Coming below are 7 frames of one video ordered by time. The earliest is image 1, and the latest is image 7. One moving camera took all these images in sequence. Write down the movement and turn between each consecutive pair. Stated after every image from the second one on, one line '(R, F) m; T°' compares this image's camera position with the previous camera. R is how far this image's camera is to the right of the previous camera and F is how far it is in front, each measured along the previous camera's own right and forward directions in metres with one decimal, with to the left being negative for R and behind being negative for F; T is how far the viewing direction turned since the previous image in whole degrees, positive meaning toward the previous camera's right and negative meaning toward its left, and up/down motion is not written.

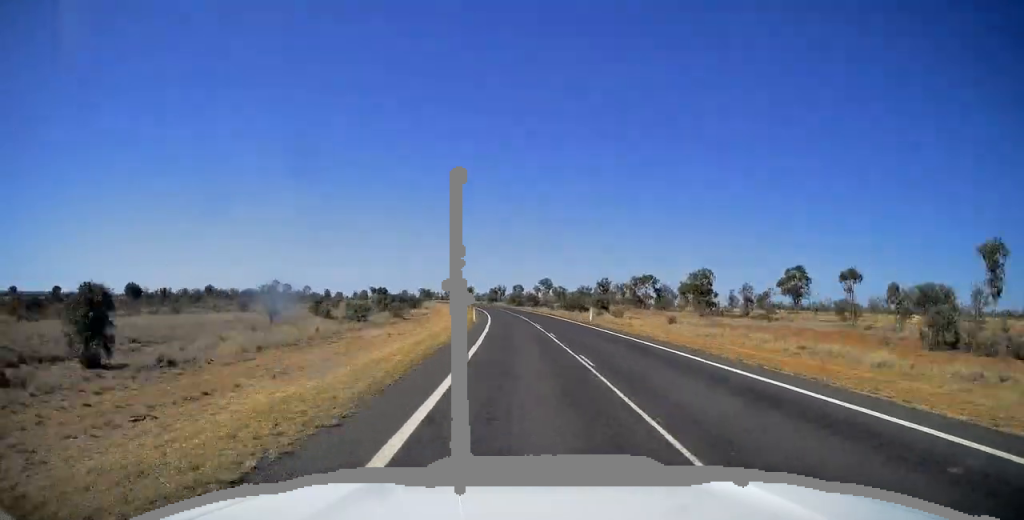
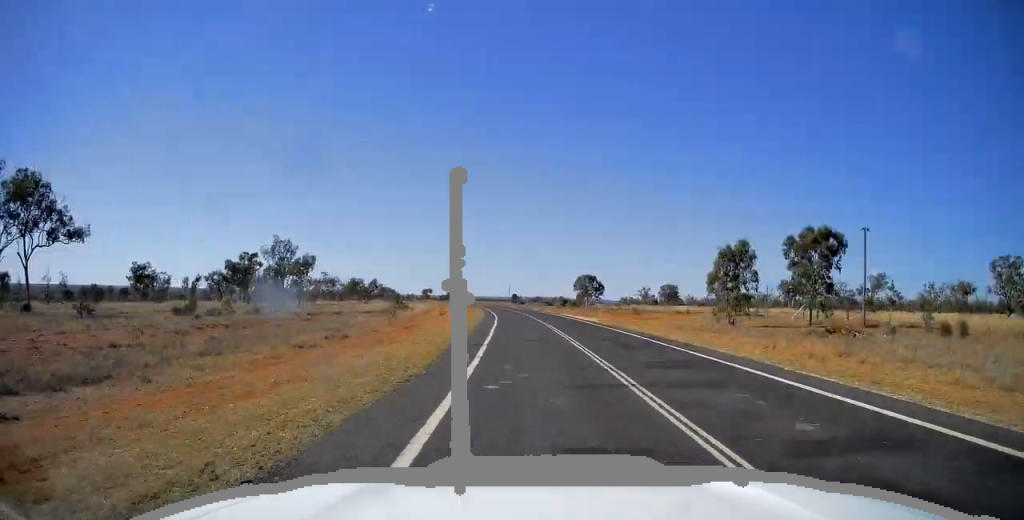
(-130.2, +476.8) m; -29°
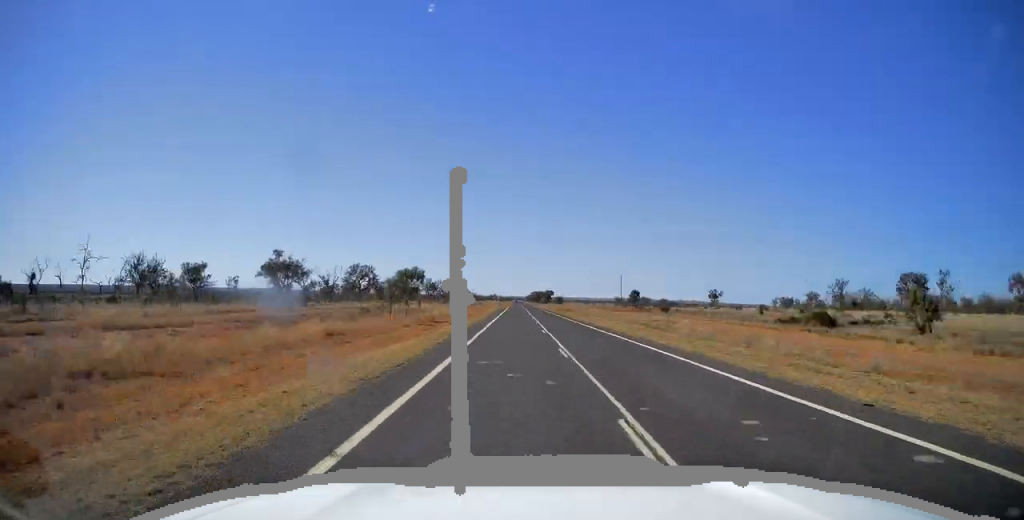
(-12.7, +147.1) m; -4°
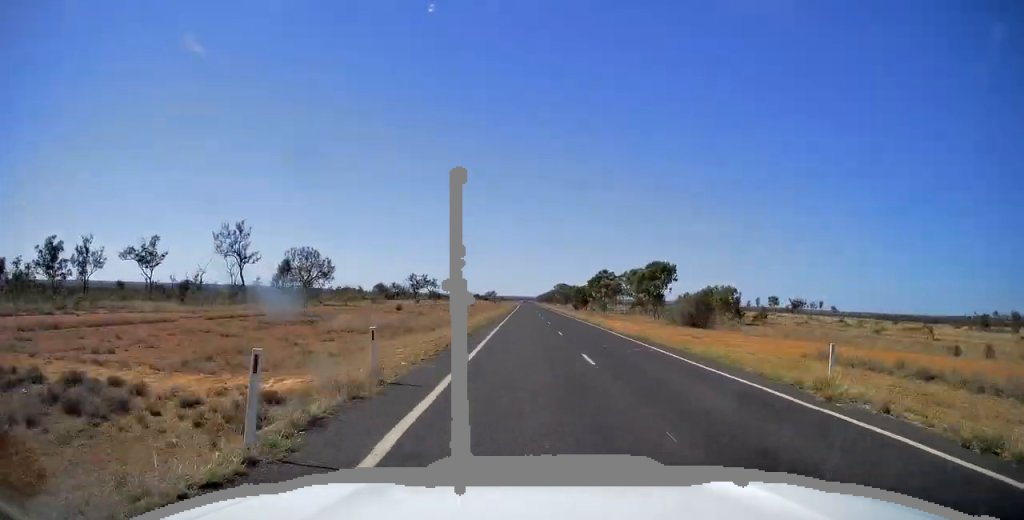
(-15.8, +325.7) m; -3°
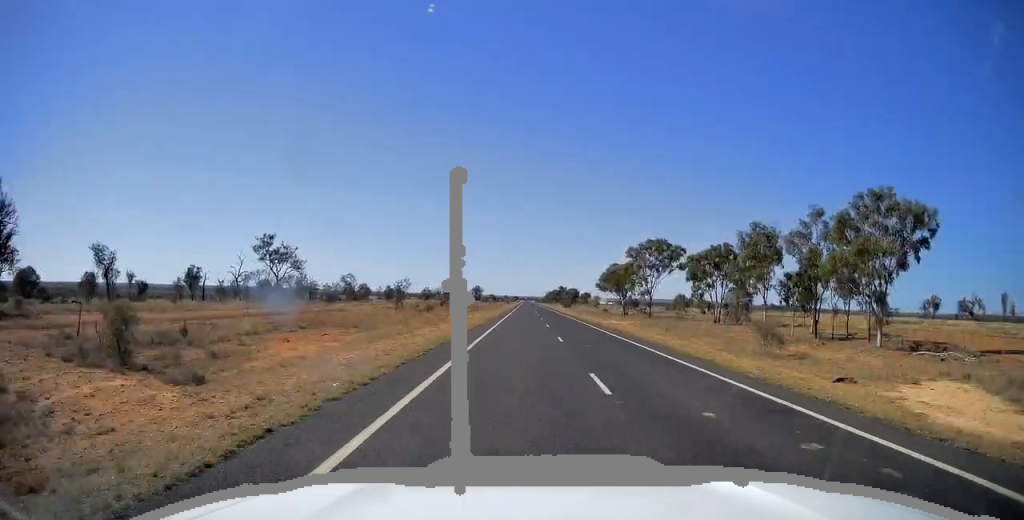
(-0.6, +237.6) m; 0°
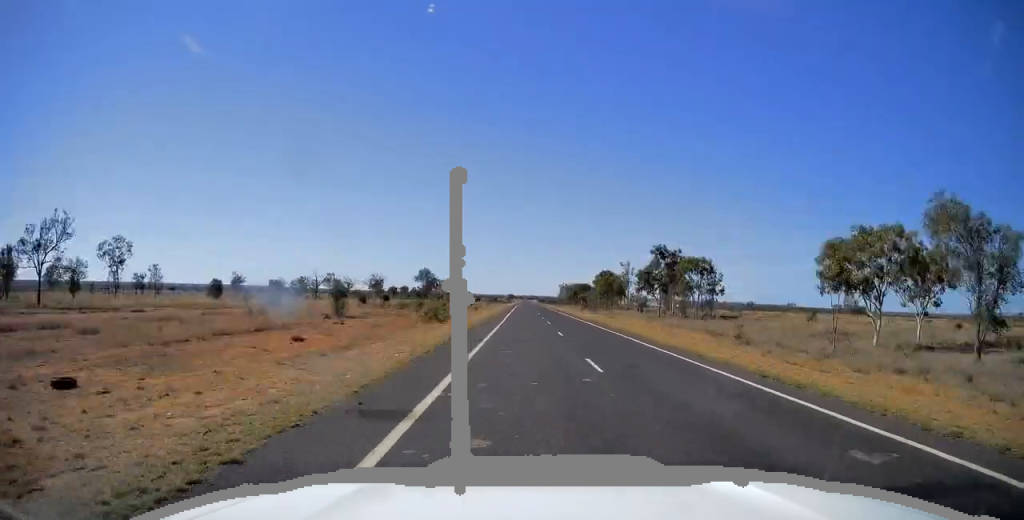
(+0.5, +227.6) m; 0°
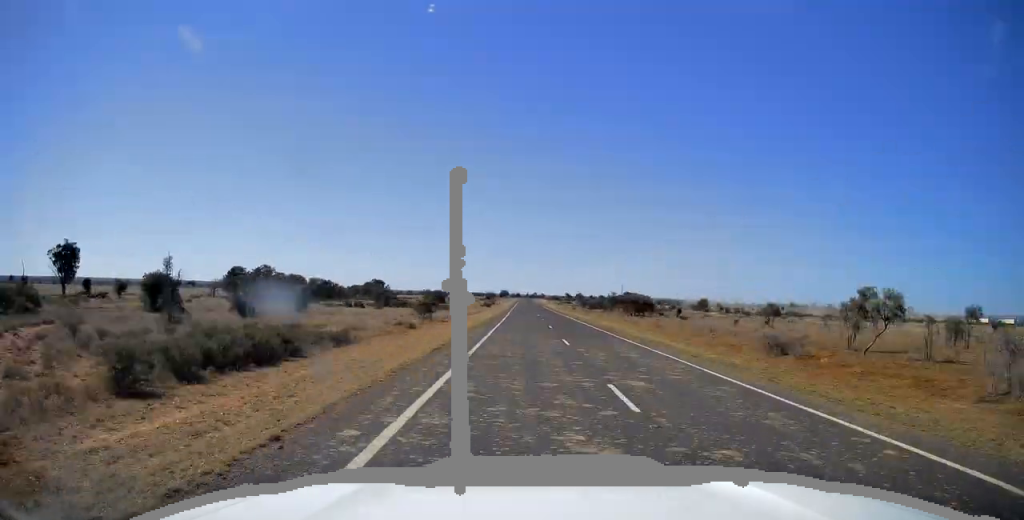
(+0.6, +326.1) m; 0°
